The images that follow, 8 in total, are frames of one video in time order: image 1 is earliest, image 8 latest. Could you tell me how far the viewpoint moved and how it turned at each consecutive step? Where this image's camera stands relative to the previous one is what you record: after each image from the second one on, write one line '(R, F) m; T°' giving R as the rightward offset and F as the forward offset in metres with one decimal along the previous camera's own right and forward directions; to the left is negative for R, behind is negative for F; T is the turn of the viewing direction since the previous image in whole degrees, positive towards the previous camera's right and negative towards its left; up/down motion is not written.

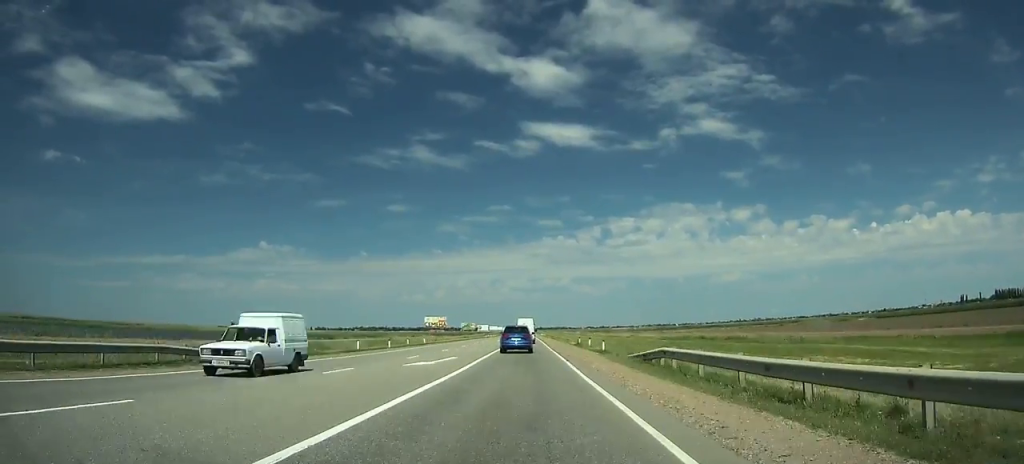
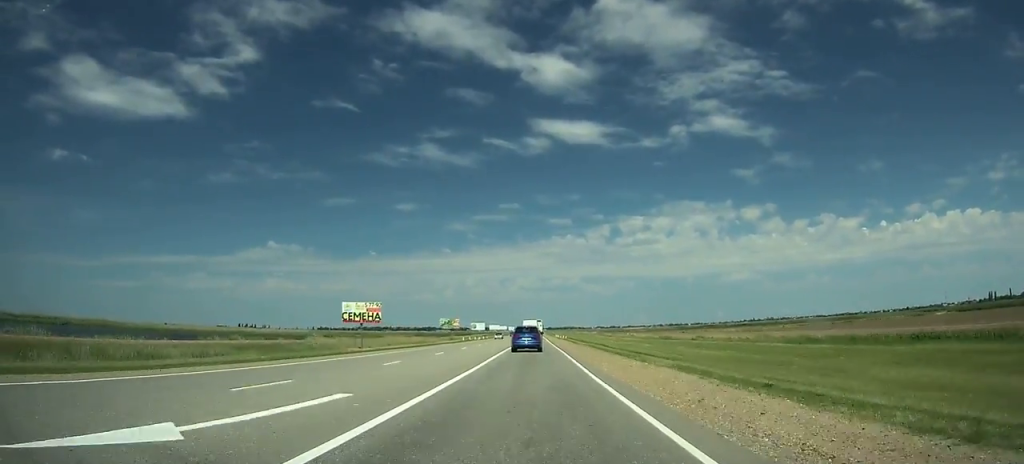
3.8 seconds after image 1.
(-0.9, +77.6) m; -1°
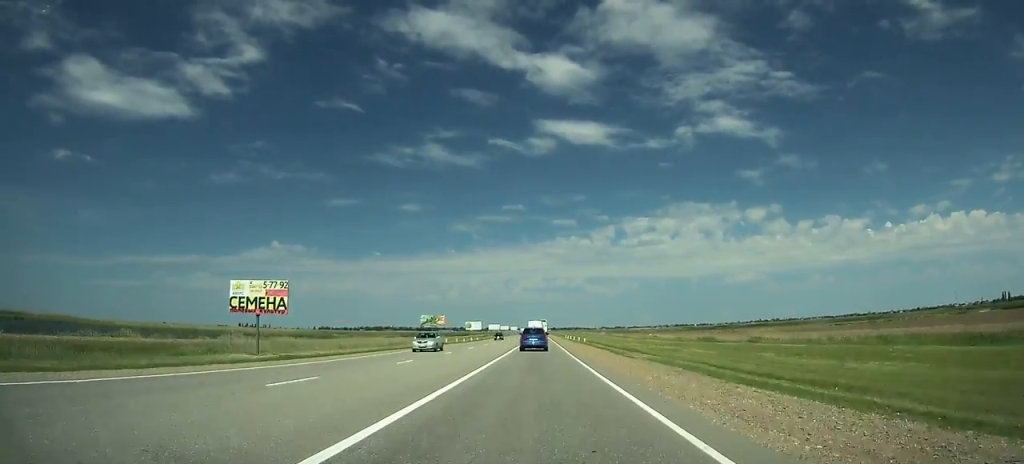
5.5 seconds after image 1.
(-0.1, +33.9) m; 0°
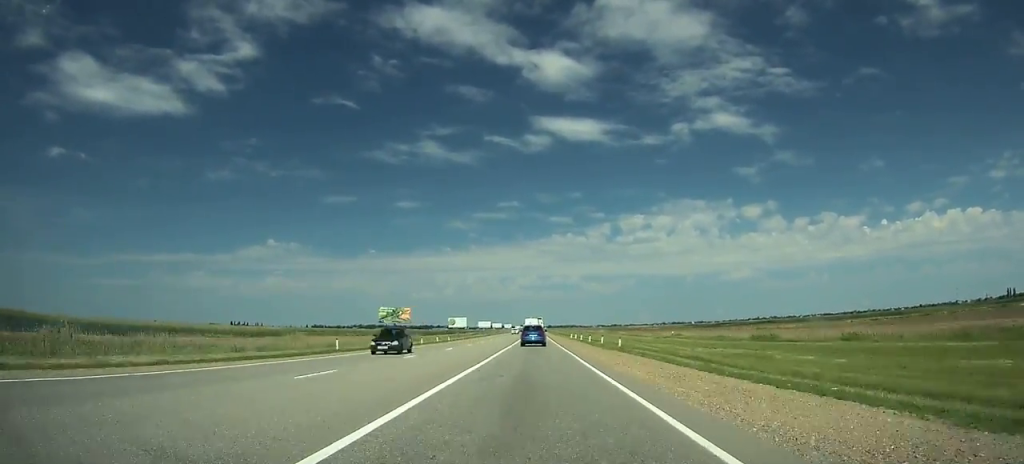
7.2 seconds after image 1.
(0.0, +33.9) m; 0°
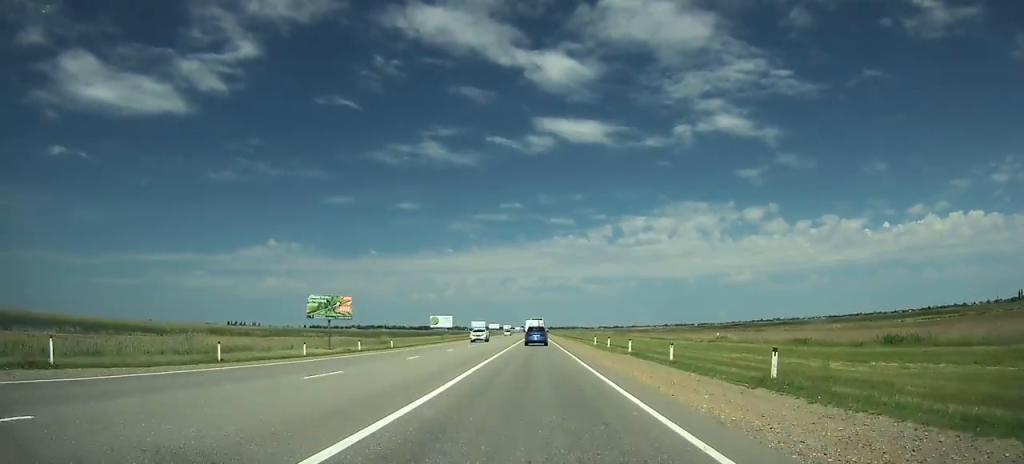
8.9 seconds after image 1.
(+0.1, +34.6) m; 0°
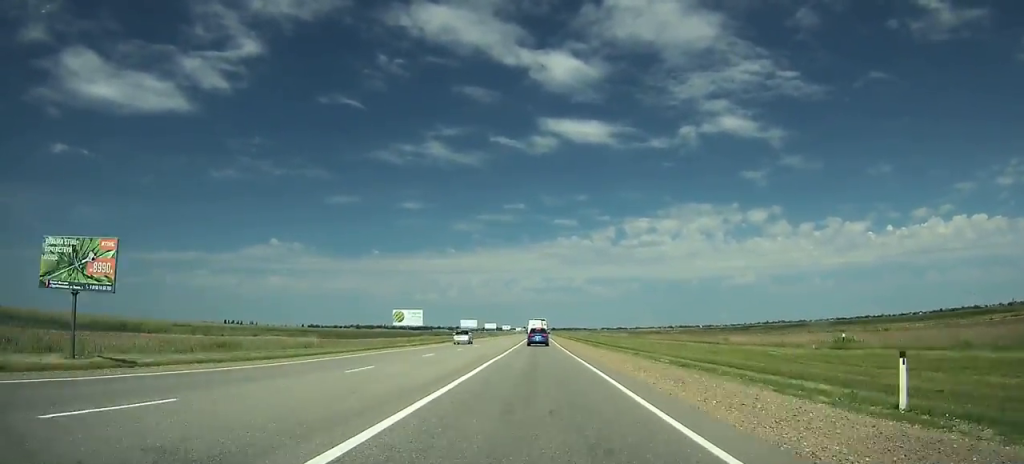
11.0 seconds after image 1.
(+0.1, +43.1) m; 0°
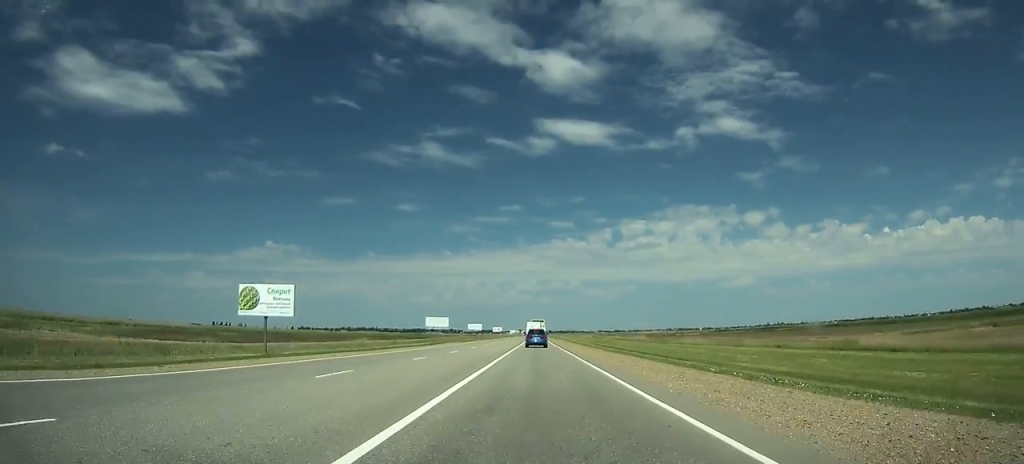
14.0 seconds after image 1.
(0.0, +62.8) m; 0°
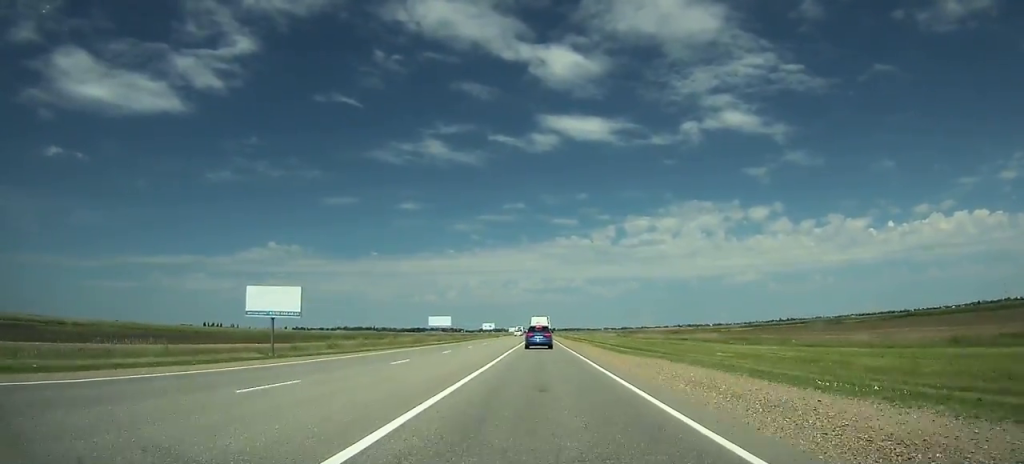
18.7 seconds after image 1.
(+0.1, +97.8) m; 0°
